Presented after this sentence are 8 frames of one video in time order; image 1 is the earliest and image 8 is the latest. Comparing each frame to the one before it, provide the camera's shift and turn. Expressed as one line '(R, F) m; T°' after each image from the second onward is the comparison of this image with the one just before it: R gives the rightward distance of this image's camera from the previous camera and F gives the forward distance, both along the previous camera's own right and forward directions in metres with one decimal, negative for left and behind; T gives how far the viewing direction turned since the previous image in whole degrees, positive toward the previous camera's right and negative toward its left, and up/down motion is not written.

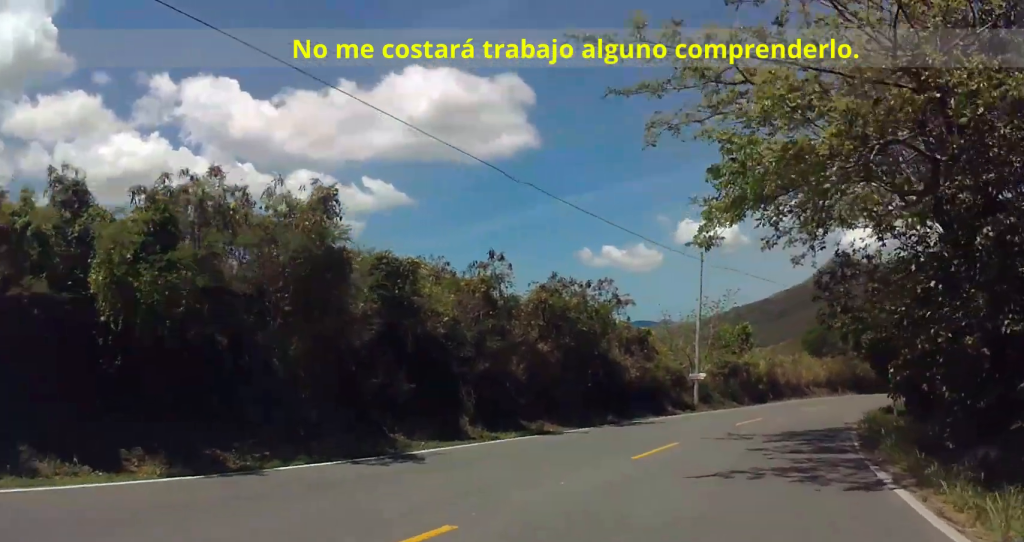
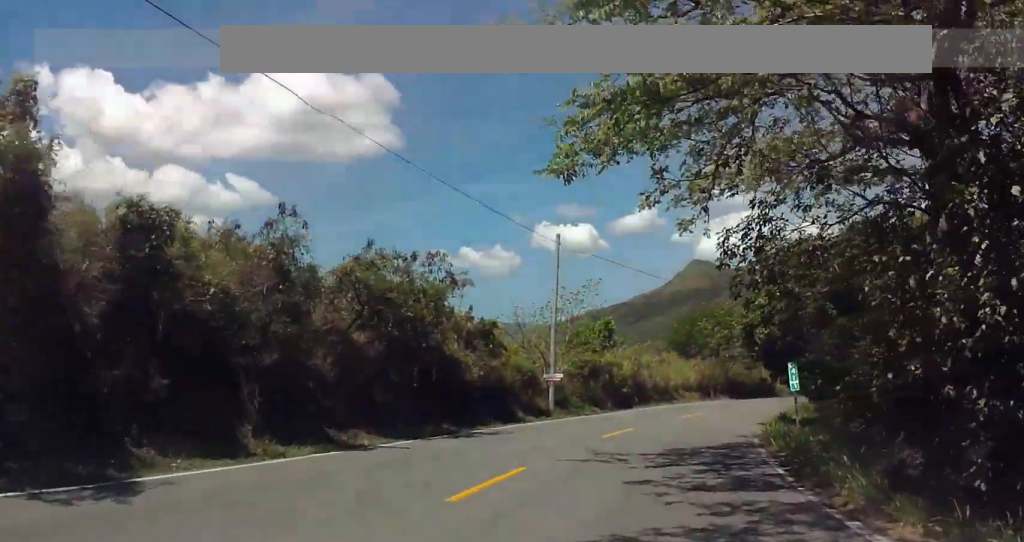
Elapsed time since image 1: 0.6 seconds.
(+0.9, +4.4) m; +16°
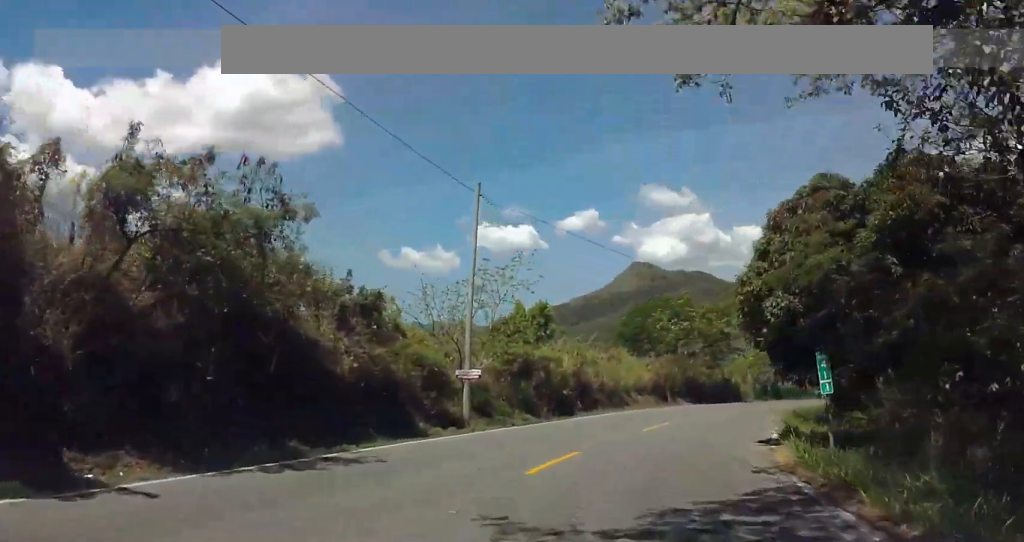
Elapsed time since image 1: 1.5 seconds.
(+1.6, +7.0) m; +21°
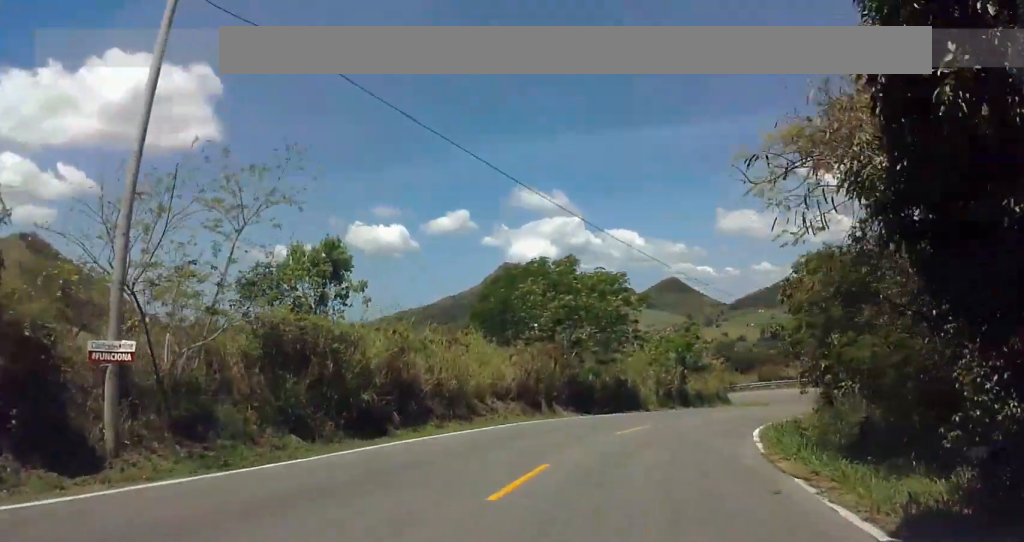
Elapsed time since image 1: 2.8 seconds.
(+2.8, +13.3) m; +18°
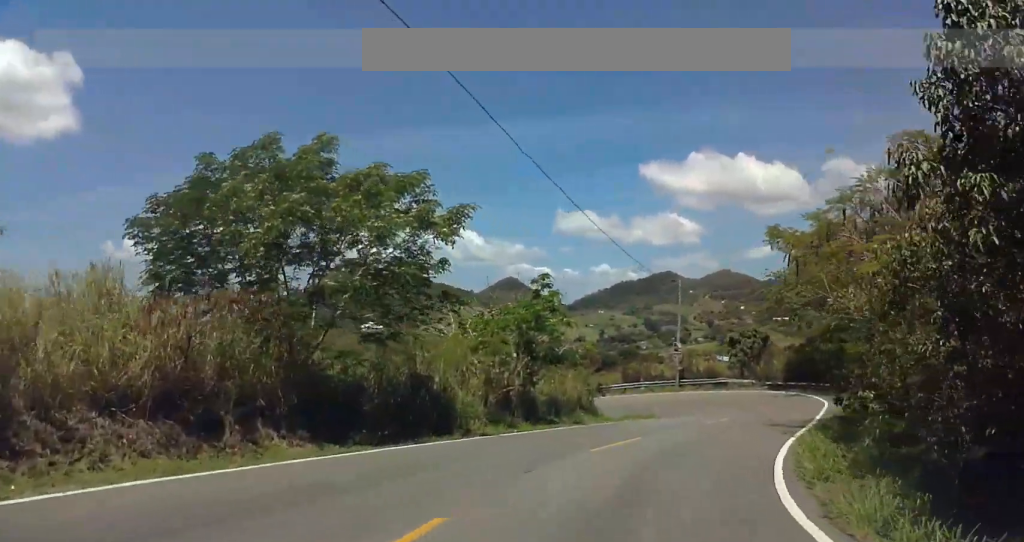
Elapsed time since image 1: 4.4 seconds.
(+1.6, +17.7) m; +13°
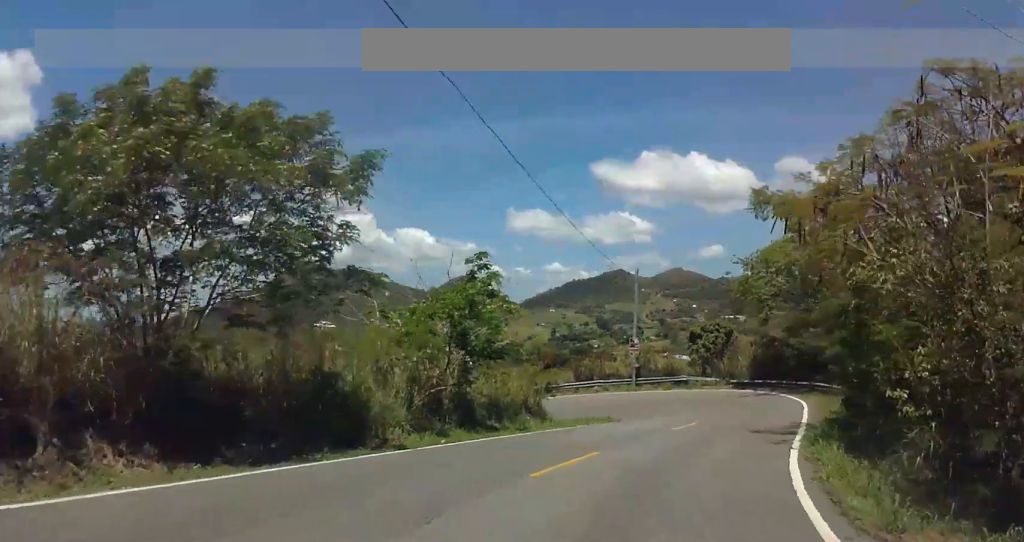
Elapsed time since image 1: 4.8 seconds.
(+0.3, +4.7) m; +6°
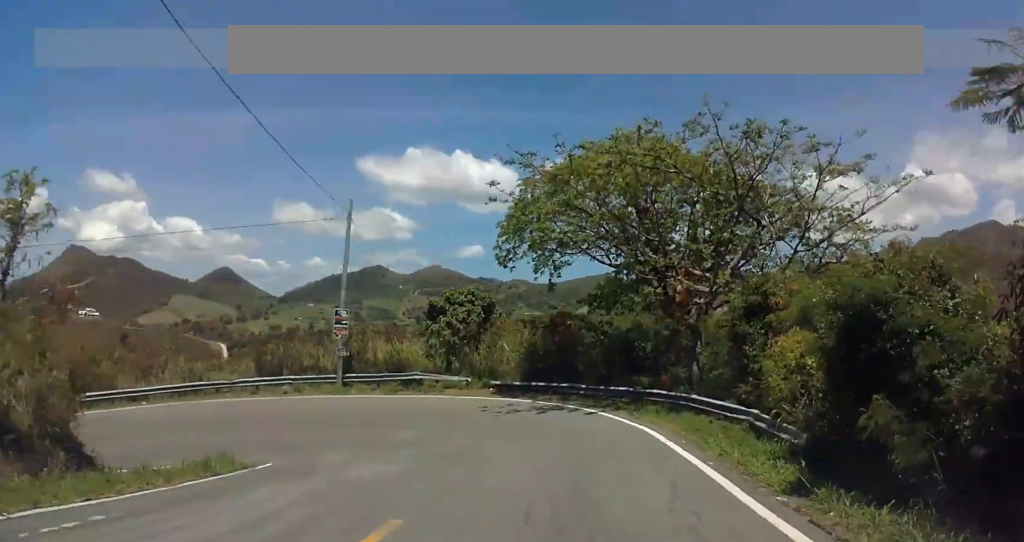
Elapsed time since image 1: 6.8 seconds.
(+3.4, +19.6) m; +14°
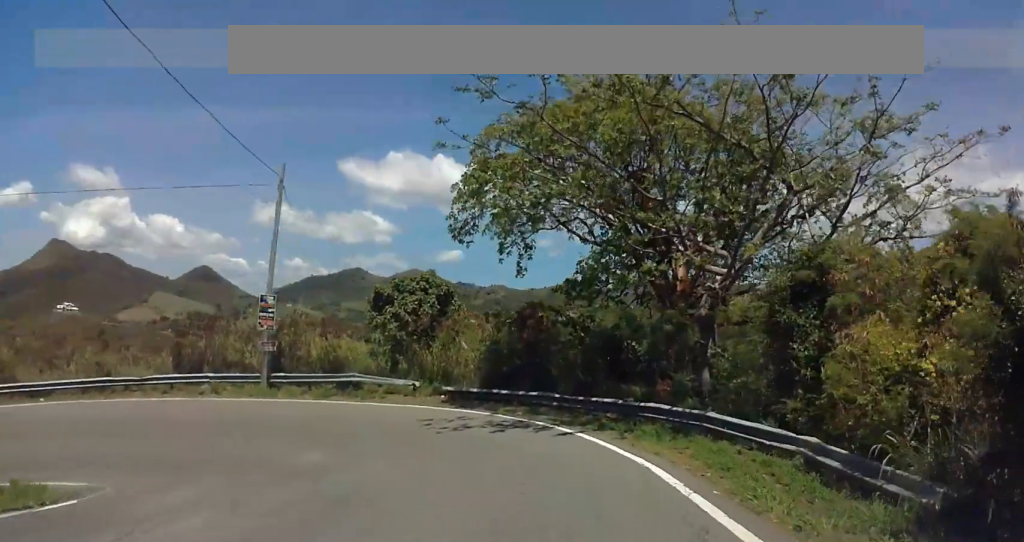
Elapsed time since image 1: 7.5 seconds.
(+0.1, +6.5) m; +1°
